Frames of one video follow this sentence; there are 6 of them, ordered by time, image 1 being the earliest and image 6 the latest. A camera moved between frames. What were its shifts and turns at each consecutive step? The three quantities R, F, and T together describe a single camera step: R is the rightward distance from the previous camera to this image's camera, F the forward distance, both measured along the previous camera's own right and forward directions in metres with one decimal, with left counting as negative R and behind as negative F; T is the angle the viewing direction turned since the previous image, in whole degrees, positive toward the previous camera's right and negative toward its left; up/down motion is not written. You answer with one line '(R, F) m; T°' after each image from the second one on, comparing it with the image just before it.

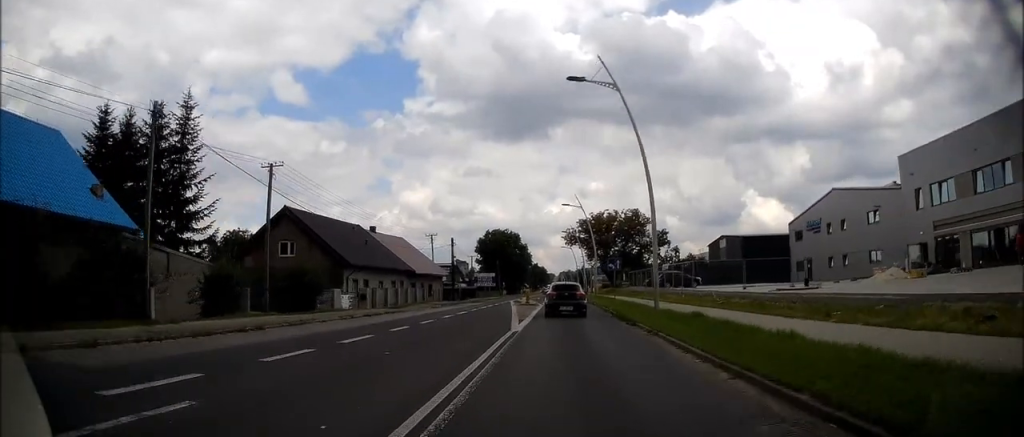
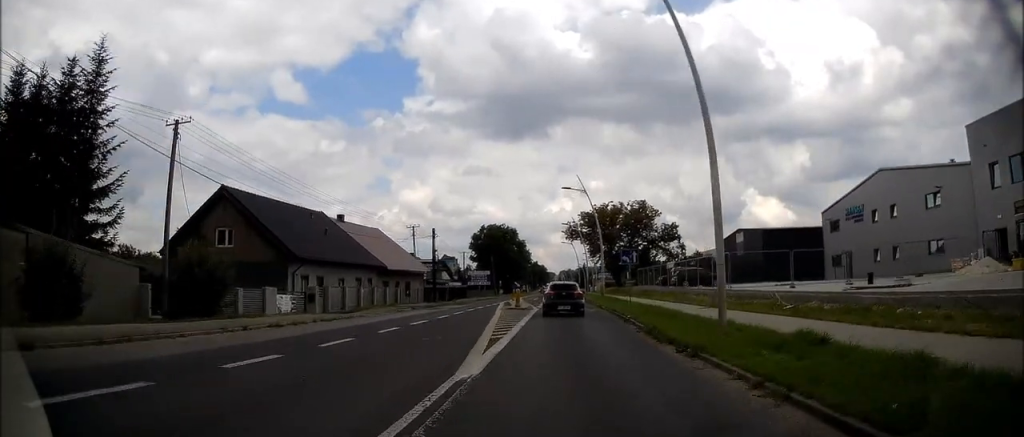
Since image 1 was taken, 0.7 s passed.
(+0.2, +9.0) m; 0°
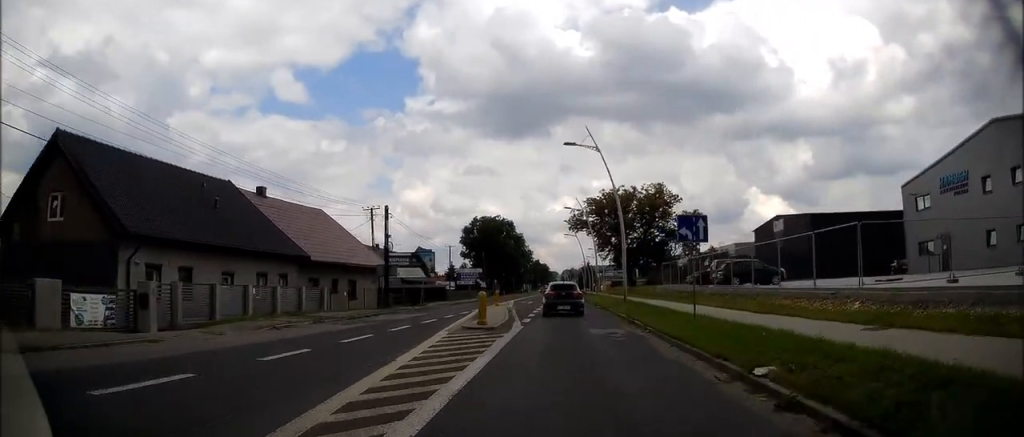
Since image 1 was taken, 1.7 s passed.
(-0.2, +14.5) m; -1°
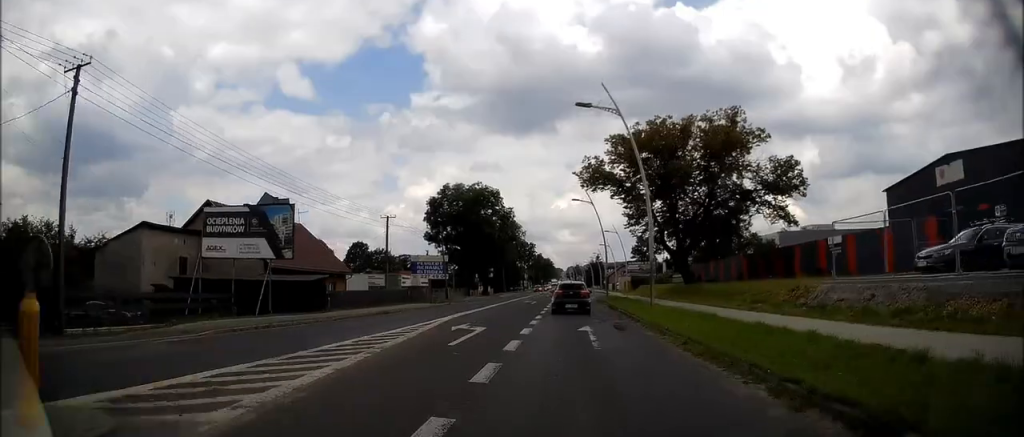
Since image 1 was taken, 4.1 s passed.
(+0.3, +33.2) m; 0°
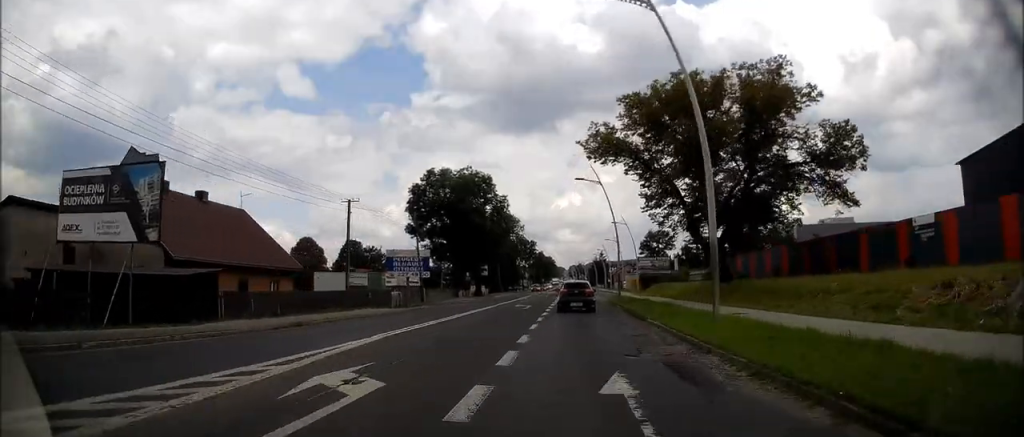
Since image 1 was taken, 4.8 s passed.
(-0.1, +10.3) m; 0°
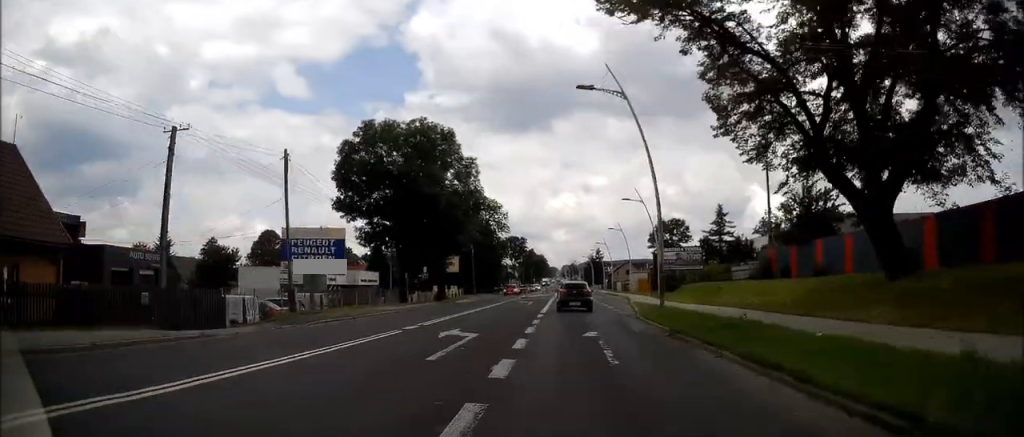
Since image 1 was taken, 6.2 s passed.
(+0.1, +20.9) m; +1°
